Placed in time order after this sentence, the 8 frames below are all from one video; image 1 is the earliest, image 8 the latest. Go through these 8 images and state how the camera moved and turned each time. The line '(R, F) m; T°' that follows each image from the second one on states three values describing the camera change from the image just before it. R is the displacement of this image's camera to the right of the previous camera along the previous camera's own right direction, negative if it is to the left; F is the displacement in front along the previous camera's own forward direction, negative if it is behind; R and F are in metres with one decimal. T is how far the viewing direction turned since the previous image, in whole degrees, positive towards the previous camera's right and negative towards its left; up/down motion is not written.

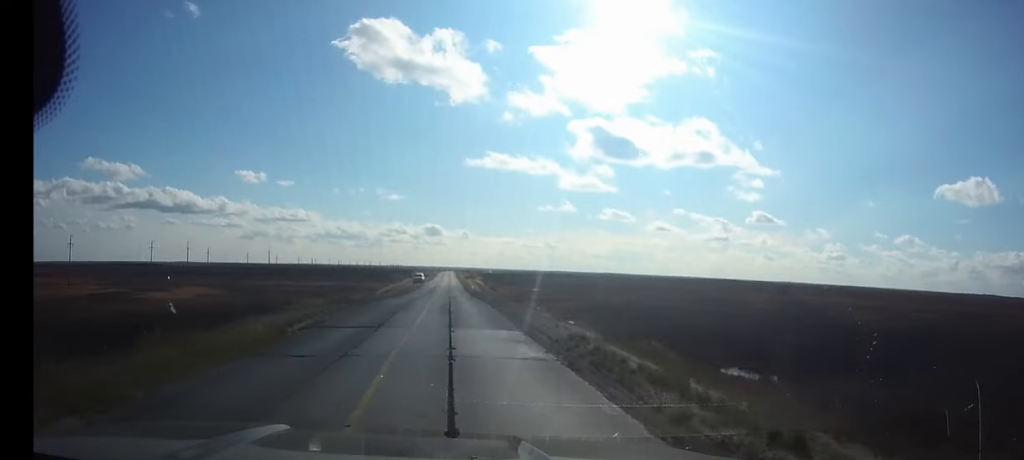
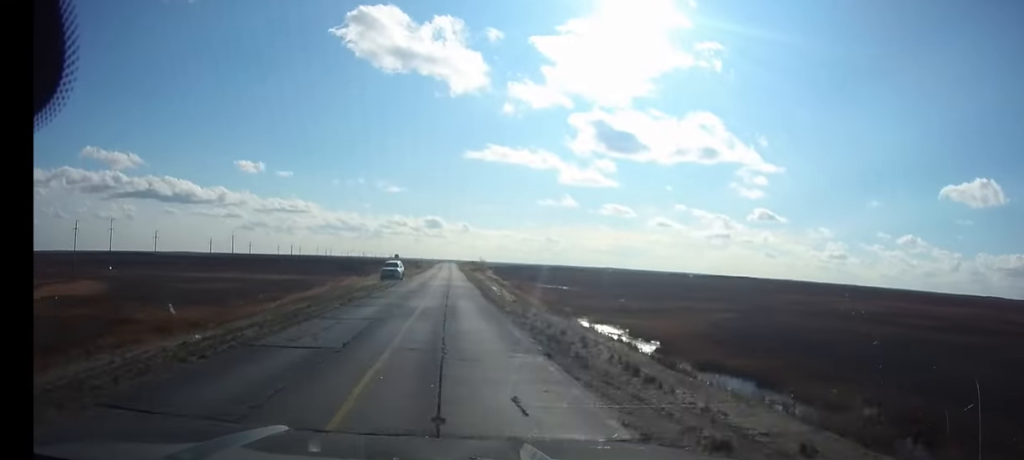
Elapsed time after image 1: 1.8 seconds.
(0.0, +46.7) m; 0°
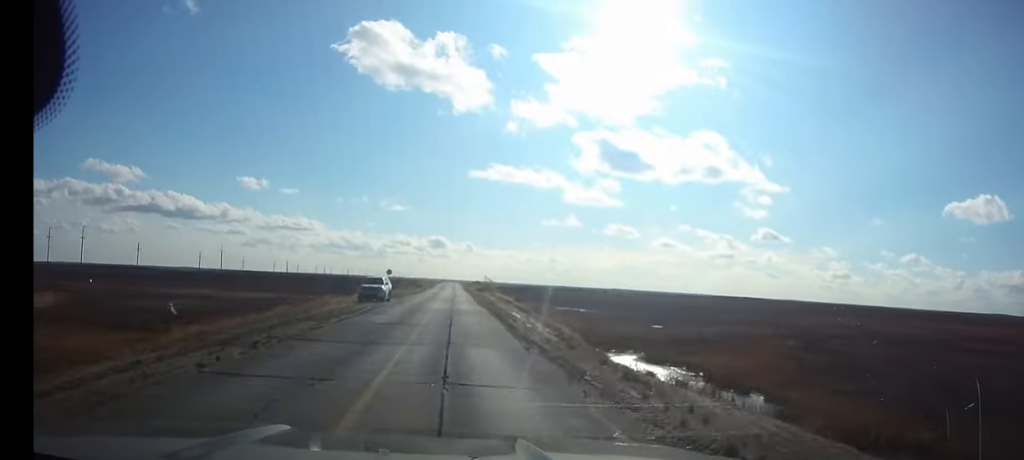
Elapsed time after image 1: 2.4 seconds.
(0.0, +14.5) m; 0°
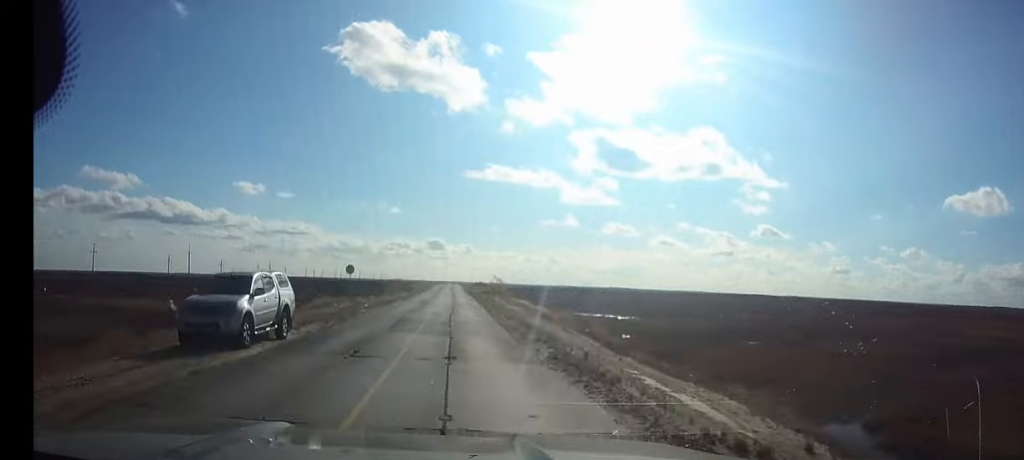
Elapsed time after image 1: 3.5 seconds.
(0.0, +24.8) m; 0°
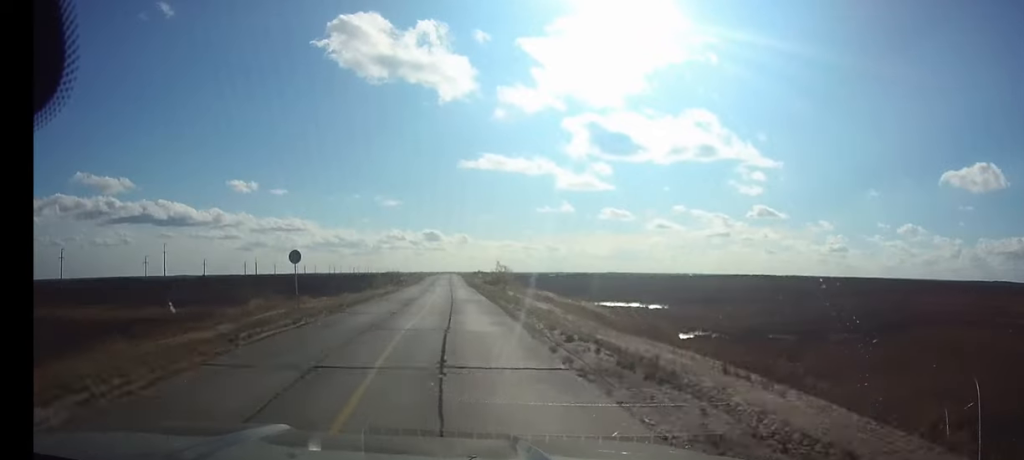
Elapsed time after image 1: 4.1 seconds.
(0.0, +13.8) m; 0°
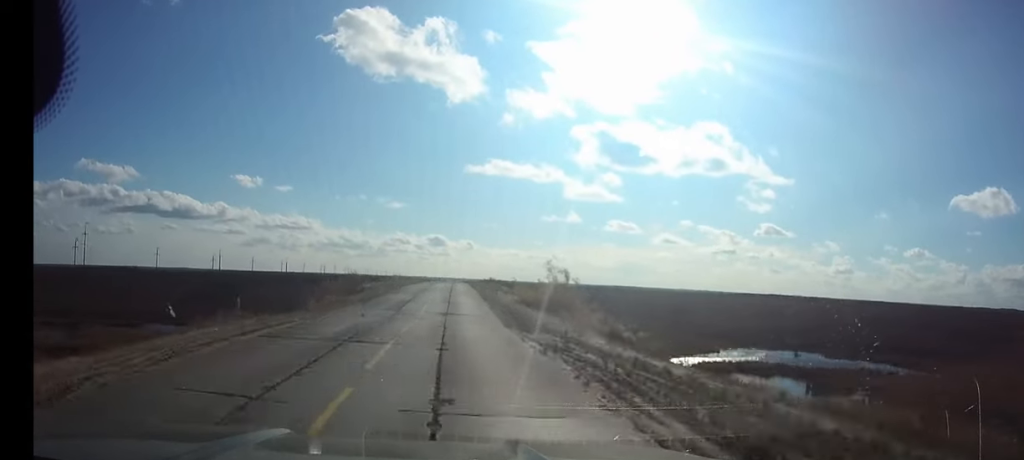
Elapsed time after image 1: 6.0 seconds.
(0.0, +41.4) m; 0°
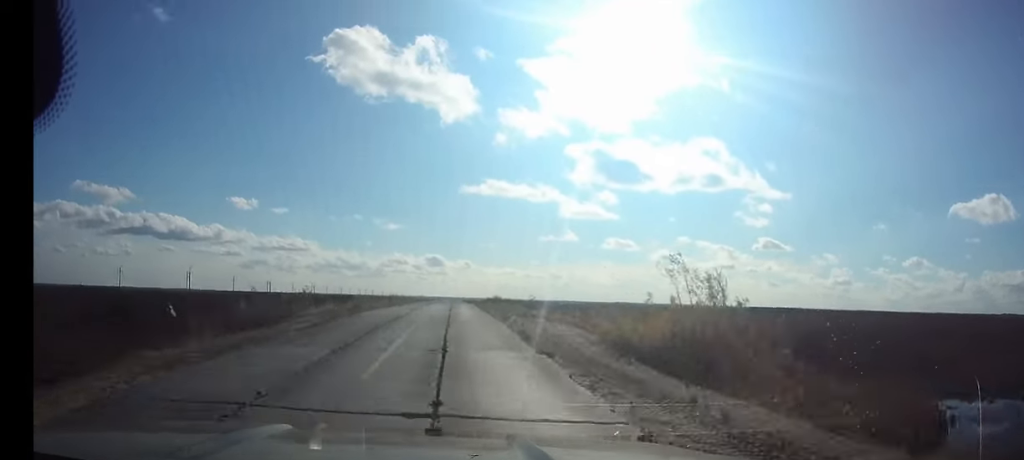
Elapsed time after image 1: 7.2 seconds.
(0.0, +23.8) m; 0°
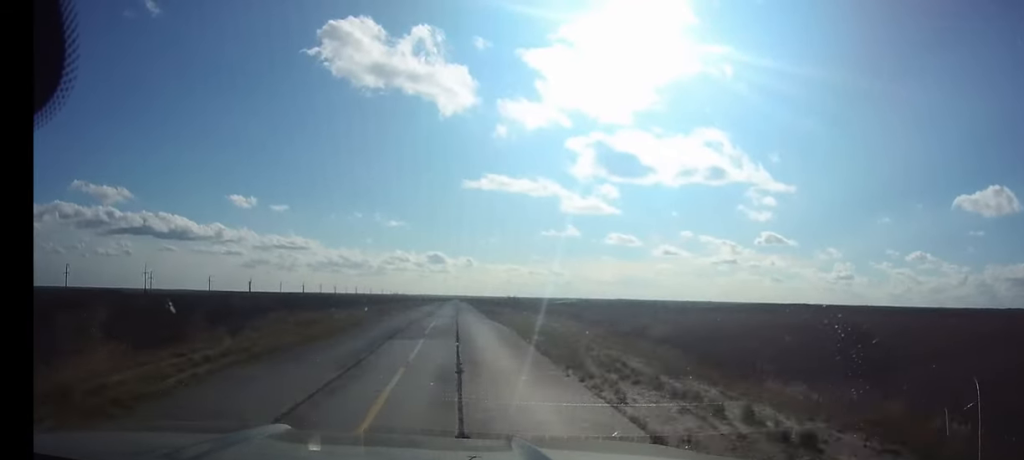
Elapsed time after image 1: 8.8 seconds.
(0.0, +32.5) m; 0°
